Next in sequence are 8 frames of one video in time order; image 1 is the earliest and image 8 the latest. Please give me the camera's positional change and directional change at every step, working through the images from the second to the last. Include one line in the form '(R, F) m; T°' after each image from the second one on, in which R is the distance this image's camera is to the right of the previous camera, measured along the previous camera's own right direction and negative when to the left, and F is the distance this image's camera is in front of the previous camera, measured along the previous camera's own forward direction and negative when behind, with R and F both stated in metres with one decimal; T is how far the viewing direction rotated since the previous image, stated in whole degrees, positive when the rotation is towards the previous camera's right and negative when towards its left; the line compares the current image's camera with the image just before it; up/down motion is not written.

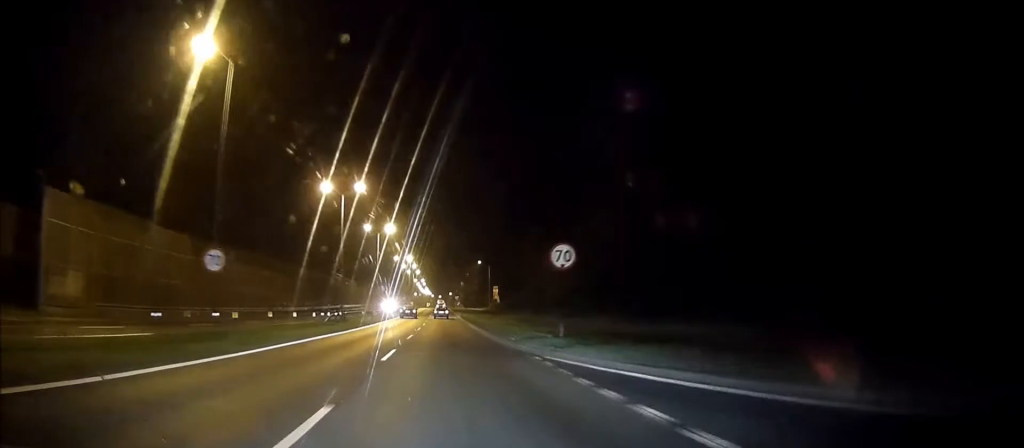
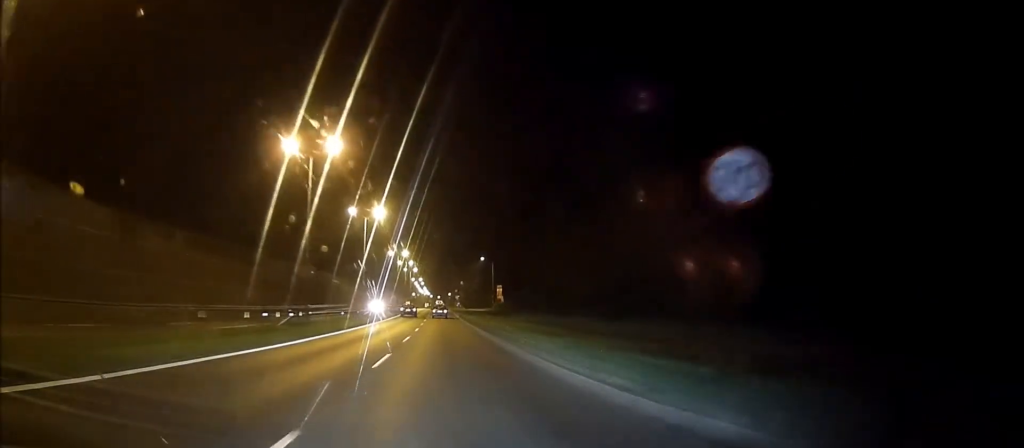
(0.0, +13.7) m; 0°
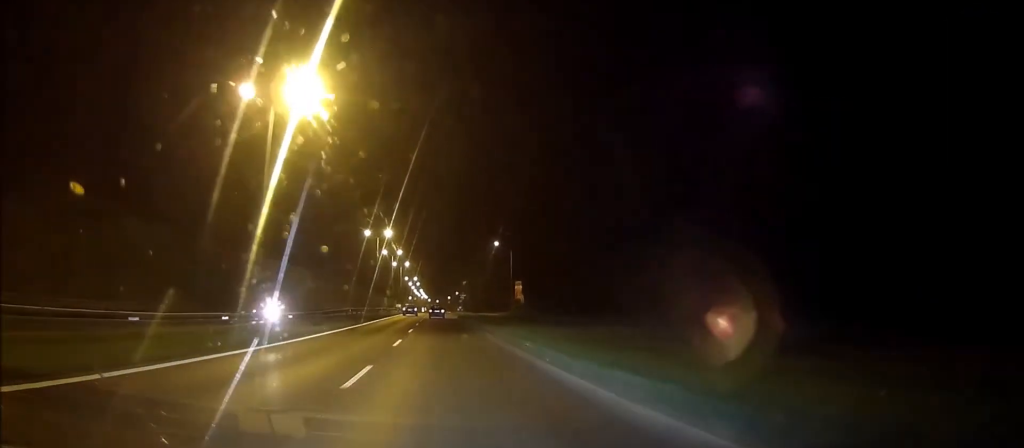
(-0.1, +39.4) m; 0°
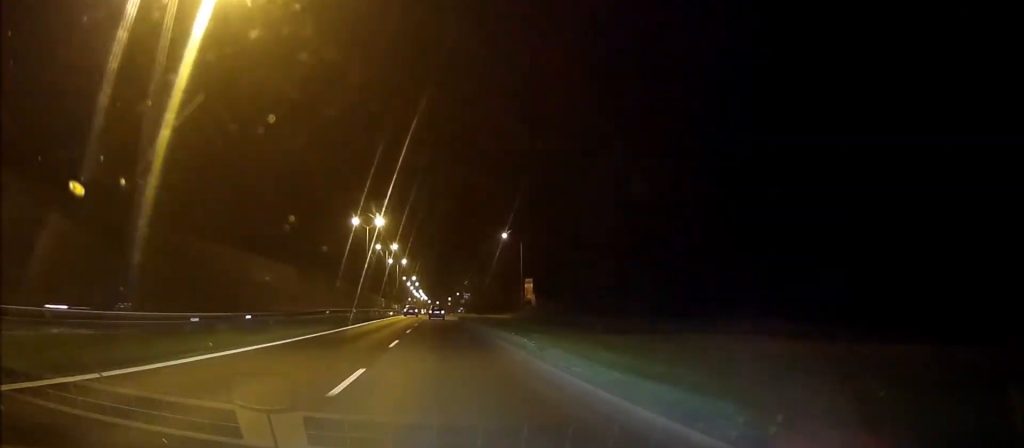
(0.0, +12.8) m; 0°
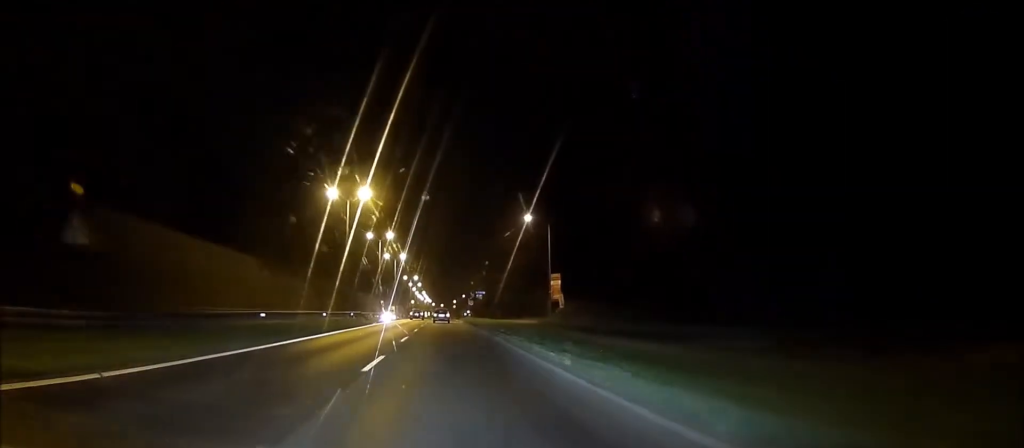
(+0.1, +19.5) m; 0°
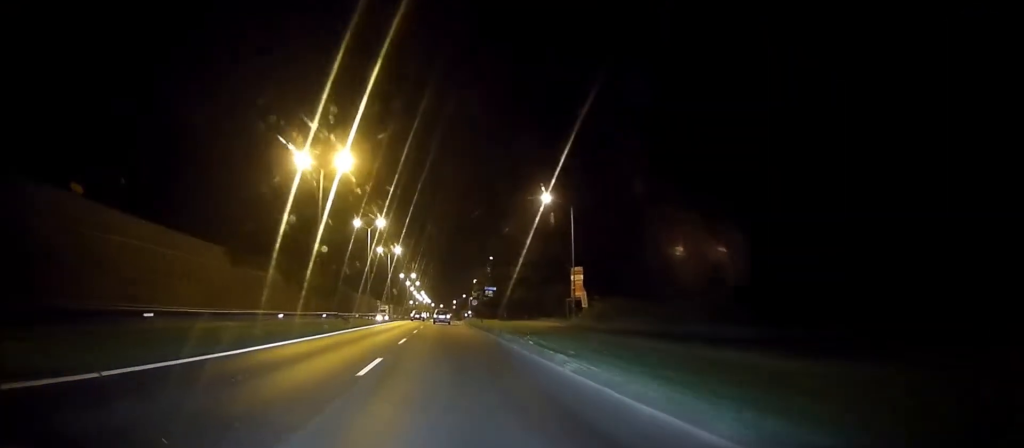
(0.0, +12.8) m; 0°
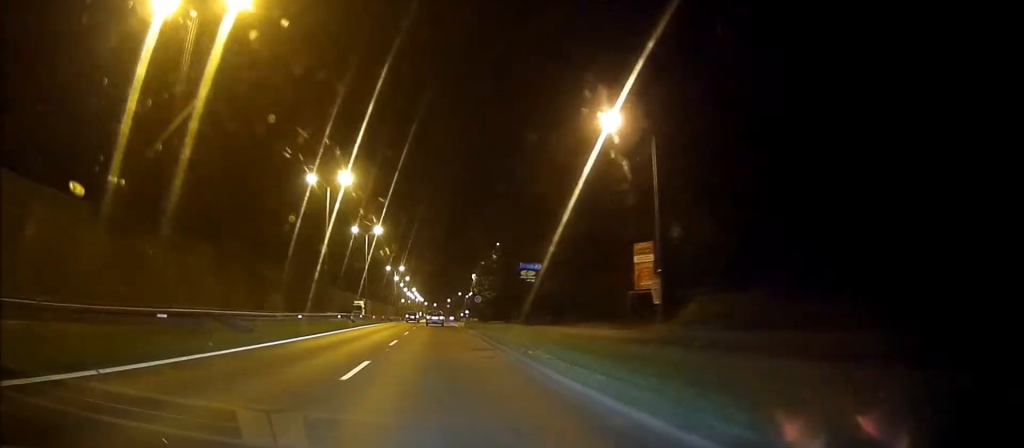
(0.0, +24.8) m; 0°
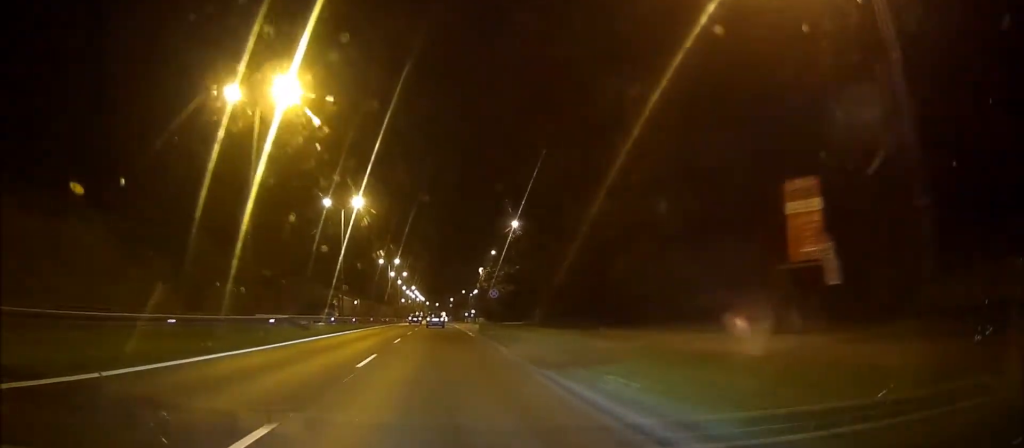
(0.0, +21.0) m; 0°
